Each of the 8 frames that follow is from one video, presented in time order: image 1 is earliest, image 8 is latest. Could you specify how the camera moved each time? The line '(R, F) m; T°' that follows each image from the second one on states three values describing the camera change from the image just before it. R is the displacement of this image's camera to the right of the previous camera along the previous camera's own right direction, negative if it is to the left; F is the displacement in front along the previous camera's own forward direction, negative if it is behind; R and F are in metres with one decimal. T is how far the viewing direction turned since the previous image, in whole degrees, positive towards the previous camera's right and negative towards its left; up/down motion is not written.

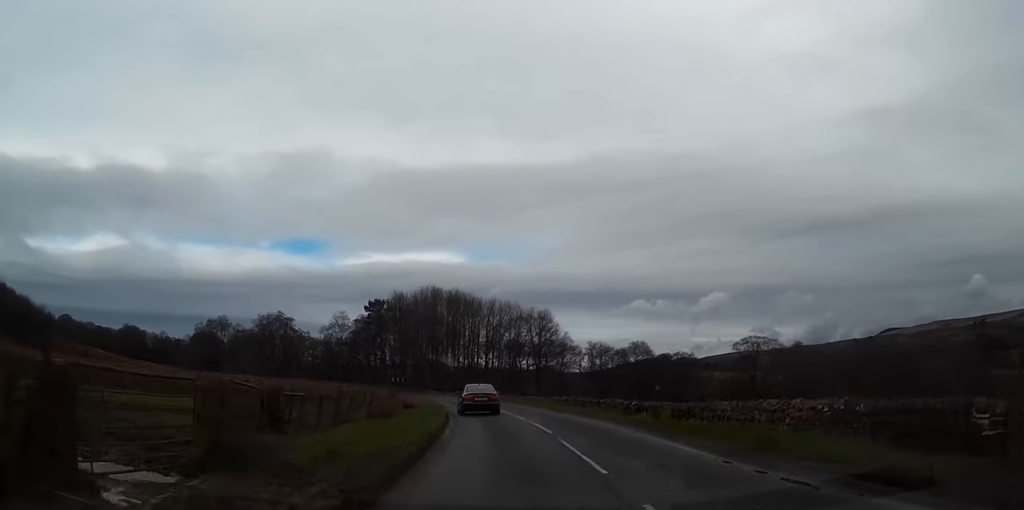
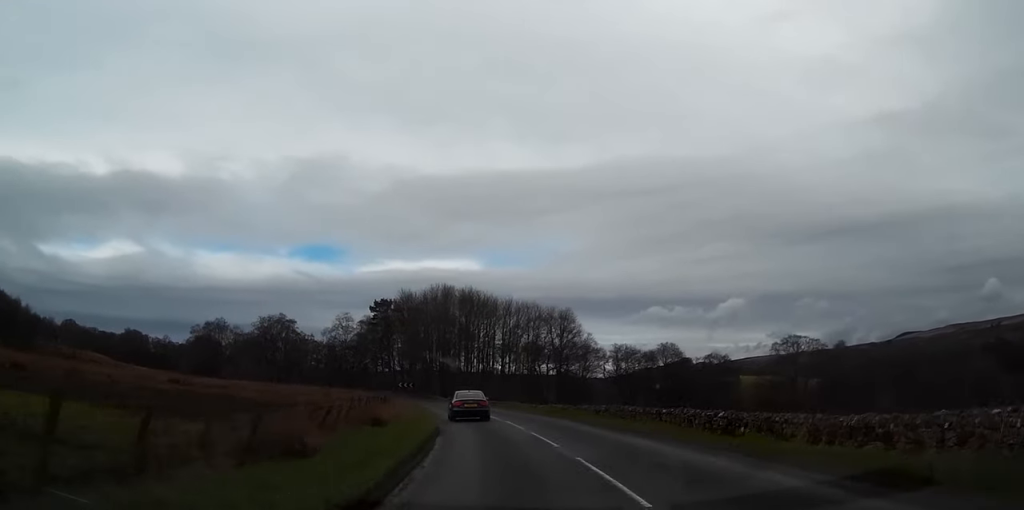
(0.0, +11.9) m; -2°
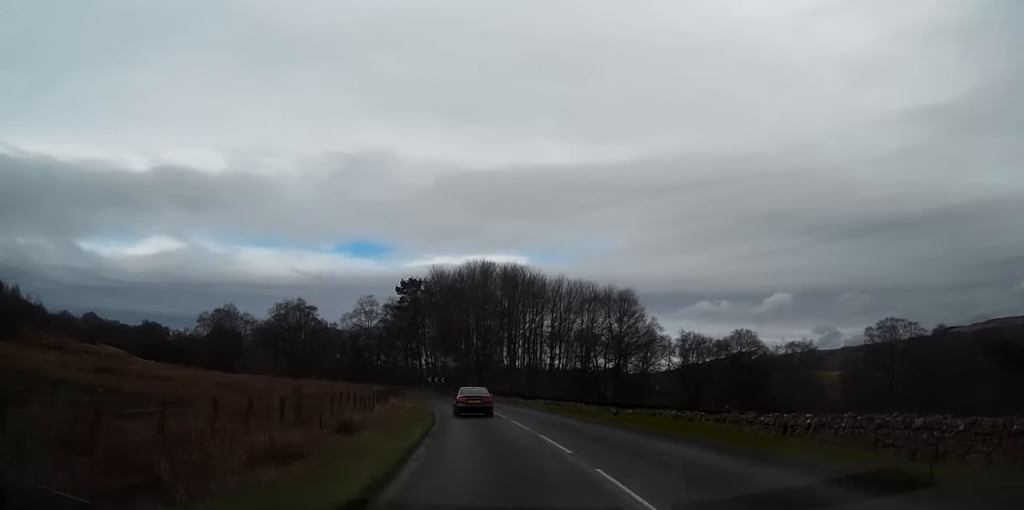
(-0.6, +20.0) m; -3°
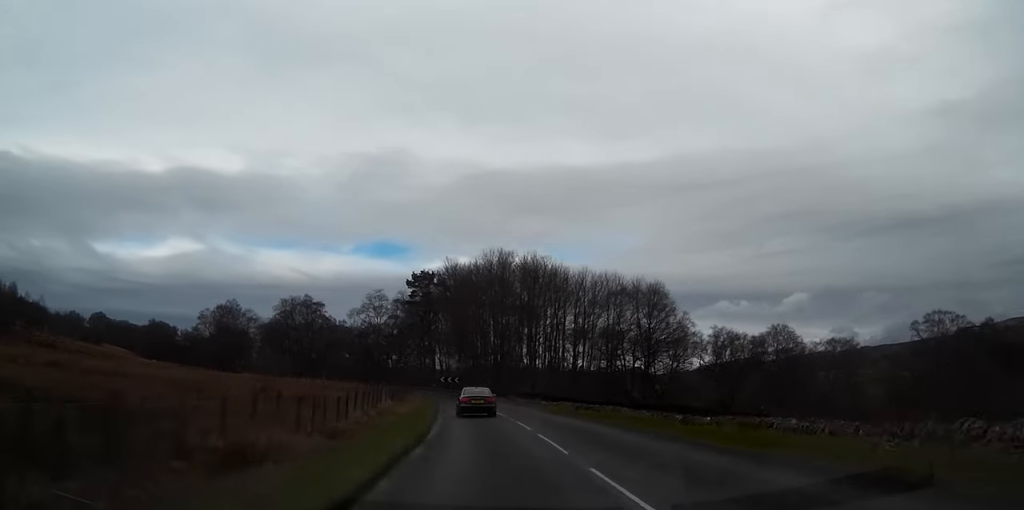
(-0.1, +8.7) m; -1°
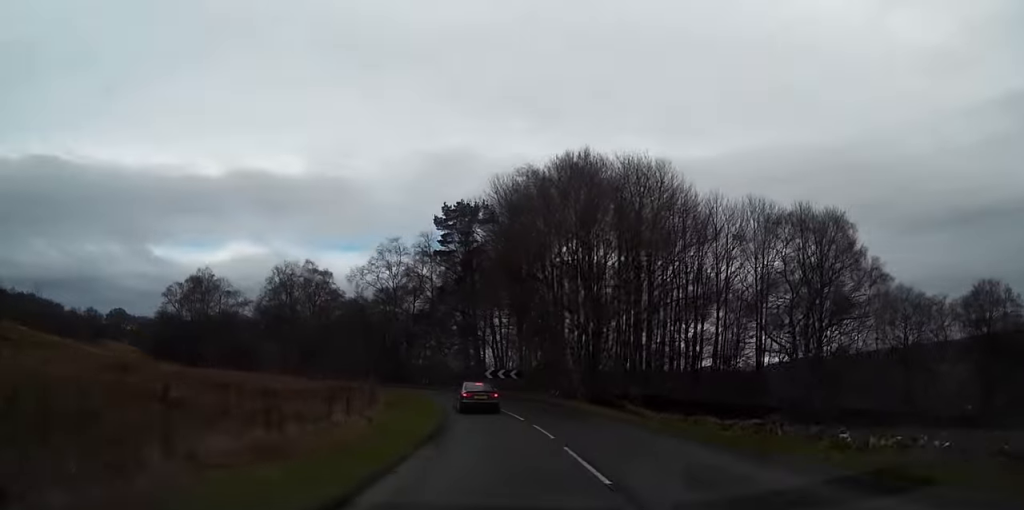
(-1.9, +40.5) m; -5°
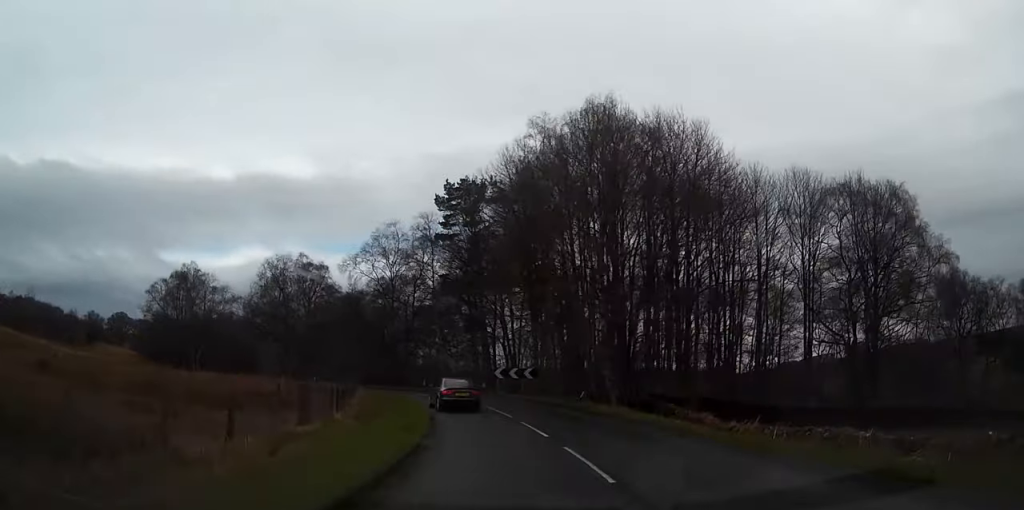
(+0.2, +8.6) m; -1°
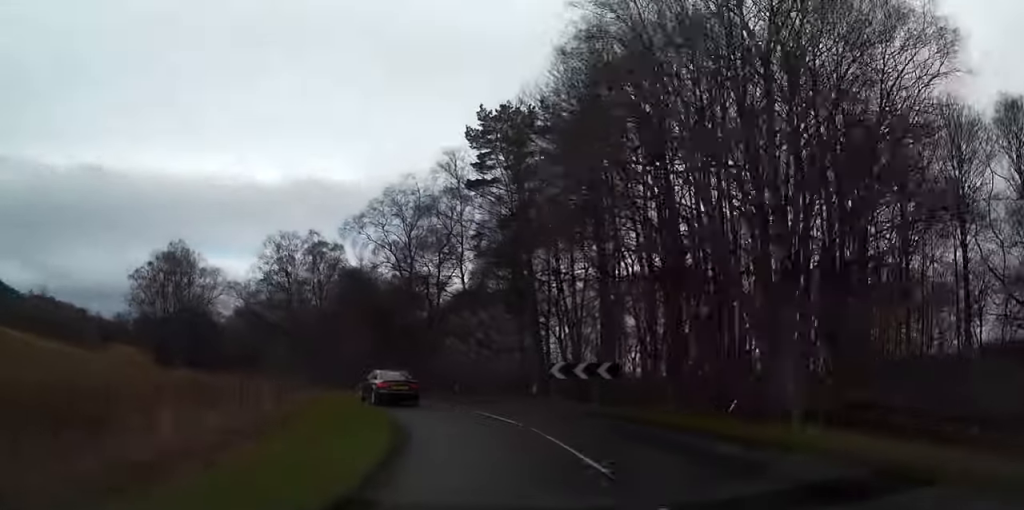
(-0.6, +17.1) m; -5°
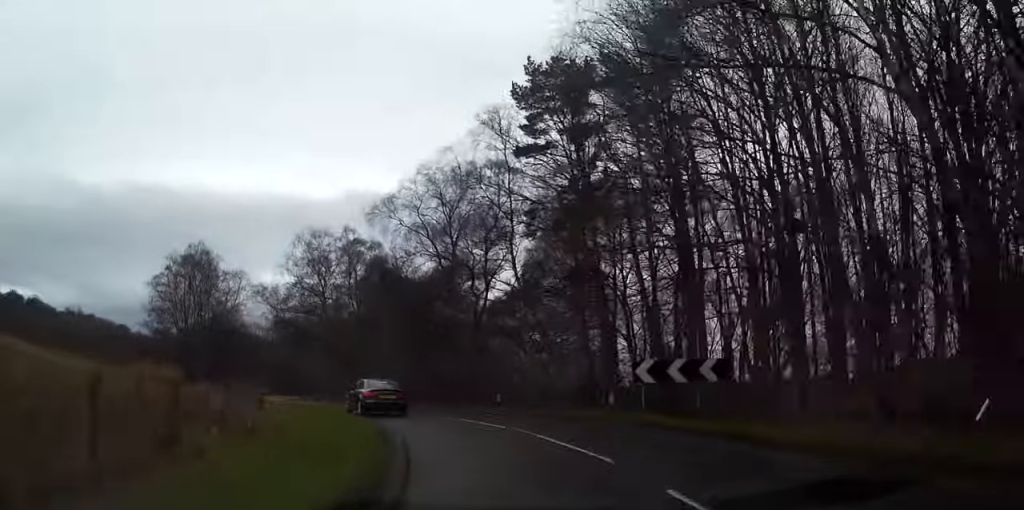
(-0.3, +7.8) m; -4°
